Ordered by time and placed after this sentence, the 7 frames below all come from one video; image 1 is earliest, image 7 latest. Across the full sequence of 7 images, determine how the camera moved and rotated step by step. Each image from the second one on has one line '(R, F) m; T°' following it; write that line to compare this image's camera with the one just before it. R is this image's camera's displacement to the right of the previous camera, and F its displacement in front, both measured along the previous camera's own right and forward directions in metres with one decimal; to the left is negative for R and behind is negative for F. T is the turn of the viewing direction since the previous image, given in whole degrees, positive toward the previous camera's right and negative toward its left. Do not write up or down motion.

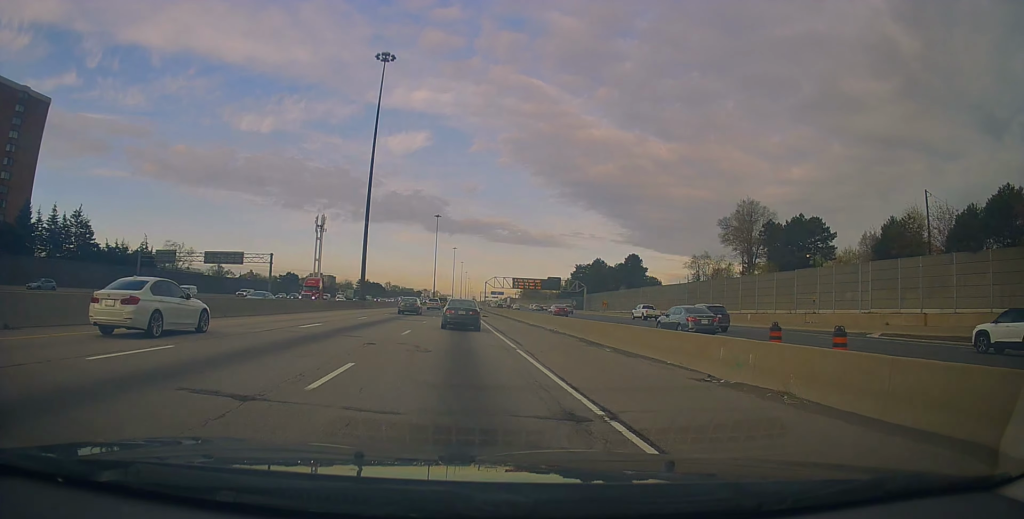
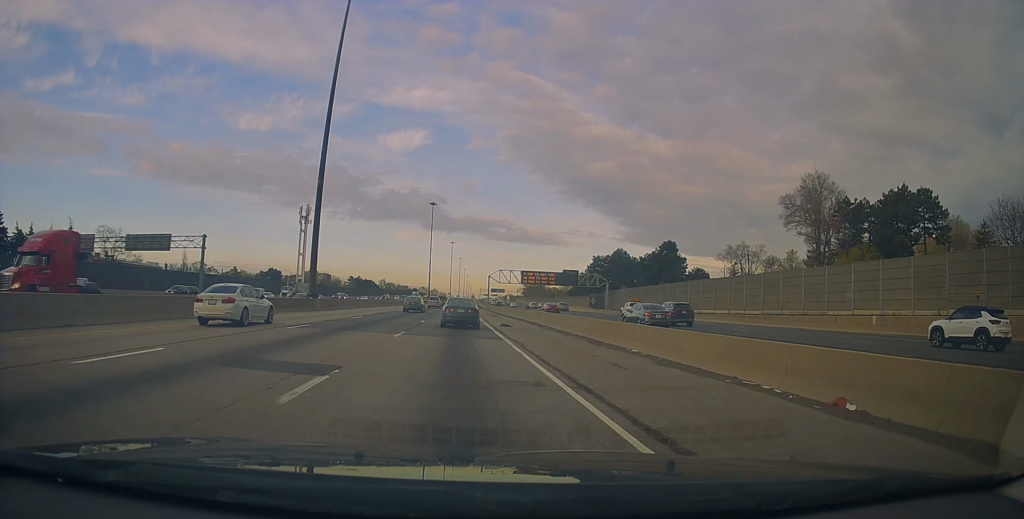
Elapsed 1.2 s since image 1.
(+0.4, +25.0) m; +1°
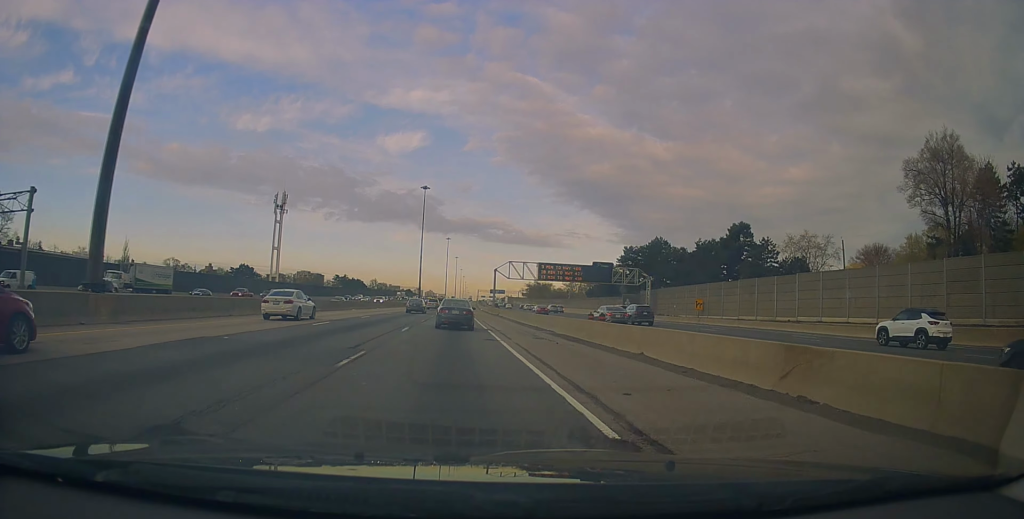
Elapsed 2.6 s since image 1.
(-0.3, +31.8) m; -2°
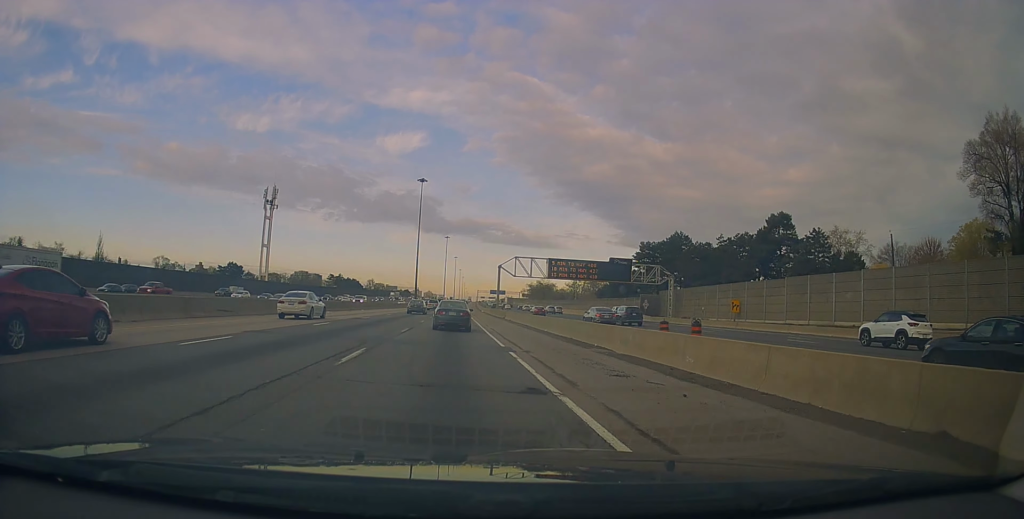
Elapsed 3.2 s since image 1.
(0.0, +11.7) m; 0°
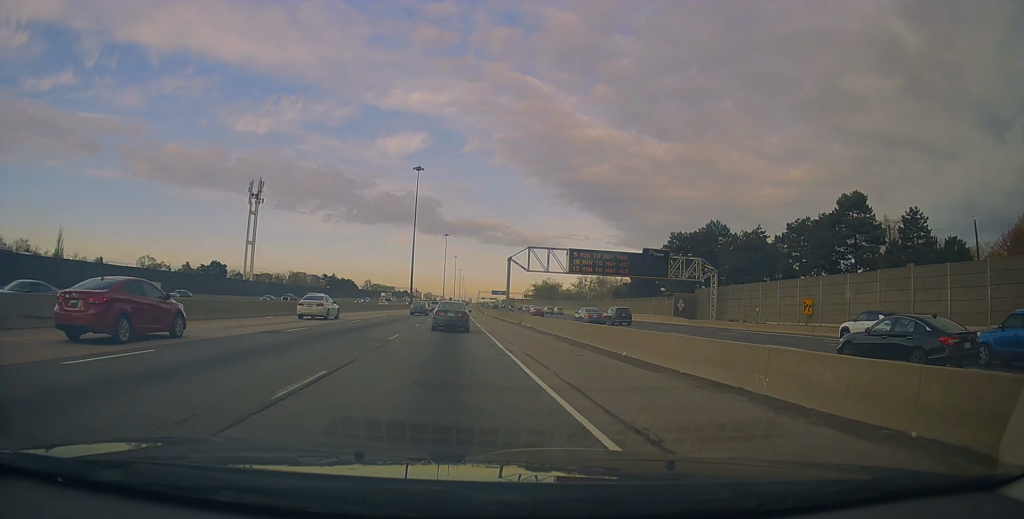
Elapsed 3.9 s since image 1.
(0.0, +16.0) m; +1°
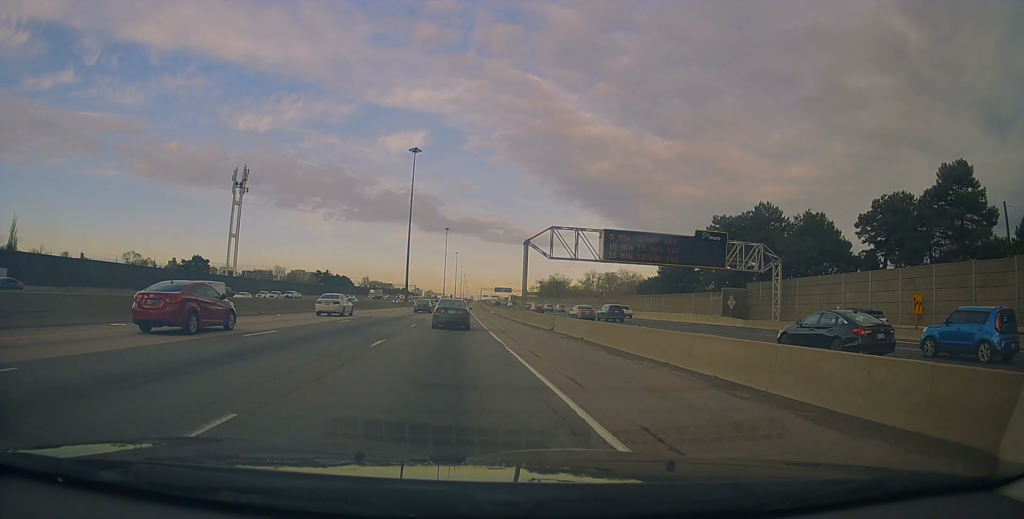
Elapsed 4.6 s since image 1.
(+0.1, +16.1) m; +1°
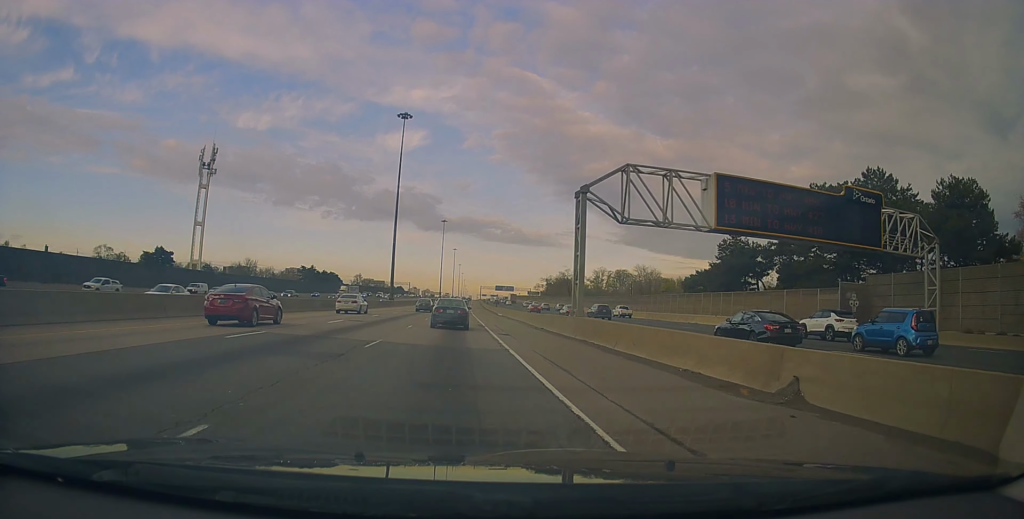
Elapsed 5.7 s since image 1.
(0.0, +24.8) m; 0°
